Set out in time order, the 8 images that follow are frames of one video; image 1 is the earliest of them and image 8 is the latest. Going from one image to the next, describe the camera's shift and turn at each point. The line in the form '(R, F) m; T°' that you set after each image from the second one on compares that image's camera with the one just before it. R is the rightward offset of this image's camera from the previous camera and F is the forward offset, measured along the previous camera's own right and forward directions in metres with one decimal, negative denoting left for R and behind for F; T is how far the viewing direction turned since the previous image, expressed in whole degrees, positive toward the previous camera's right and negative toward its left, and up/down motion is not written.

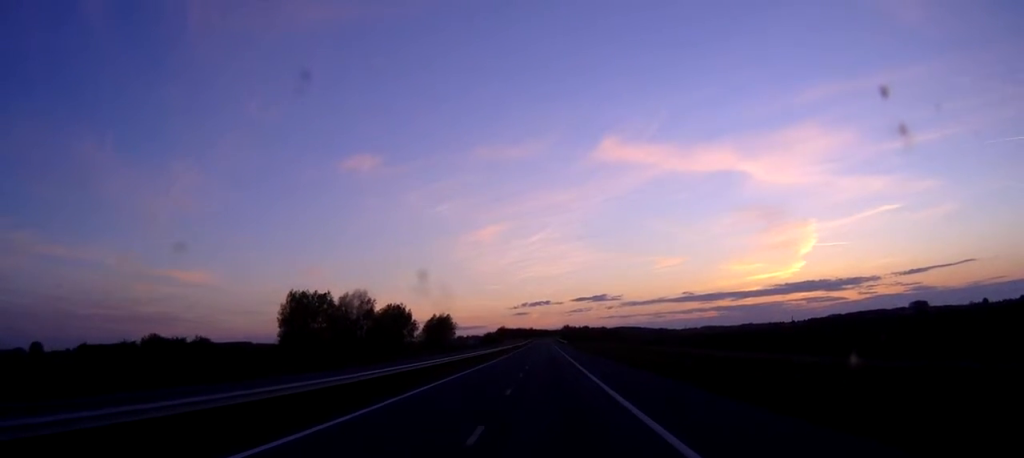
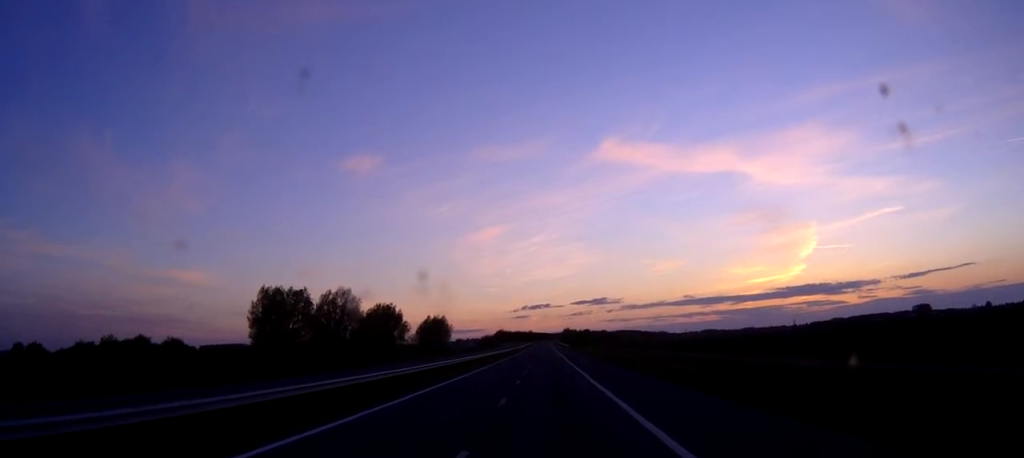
(0.0, +15.2) m; 0°
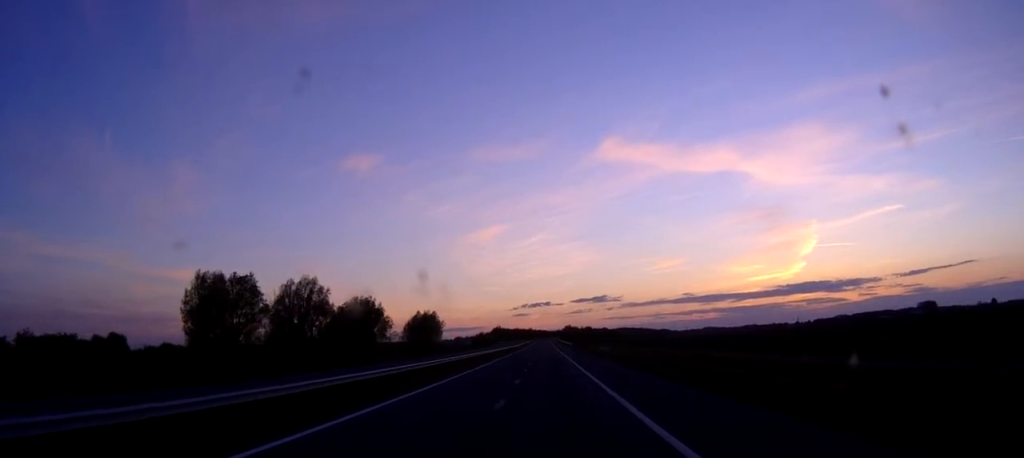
(0.0, +25.8) m; 0°
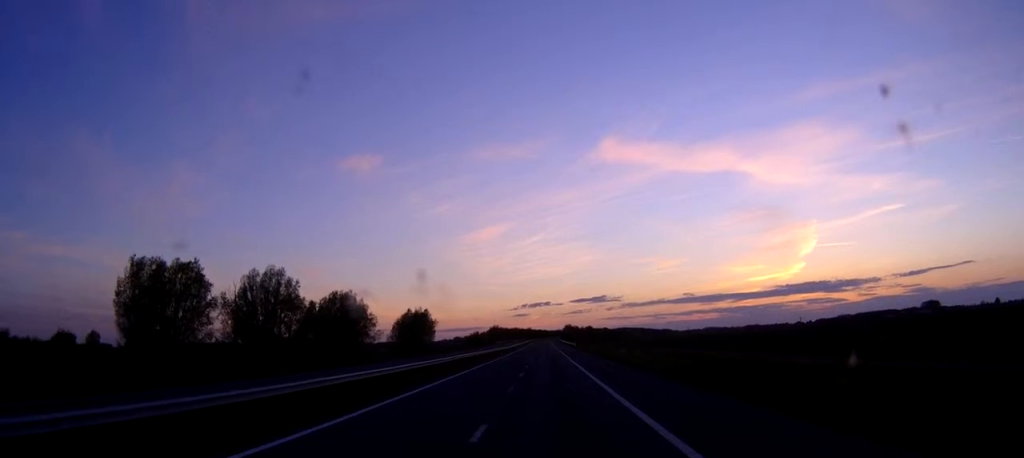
(0.0, +18.7) m; 0°
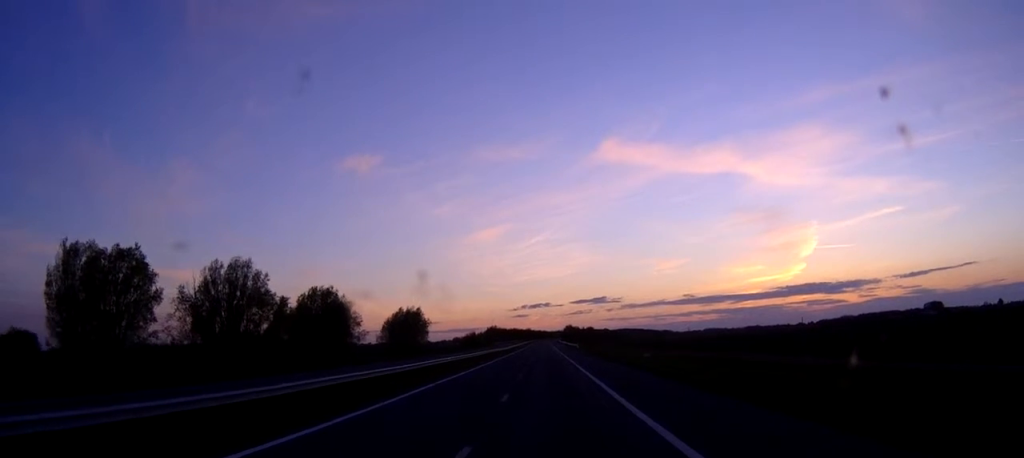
(0.0, +15.1) m; 0°
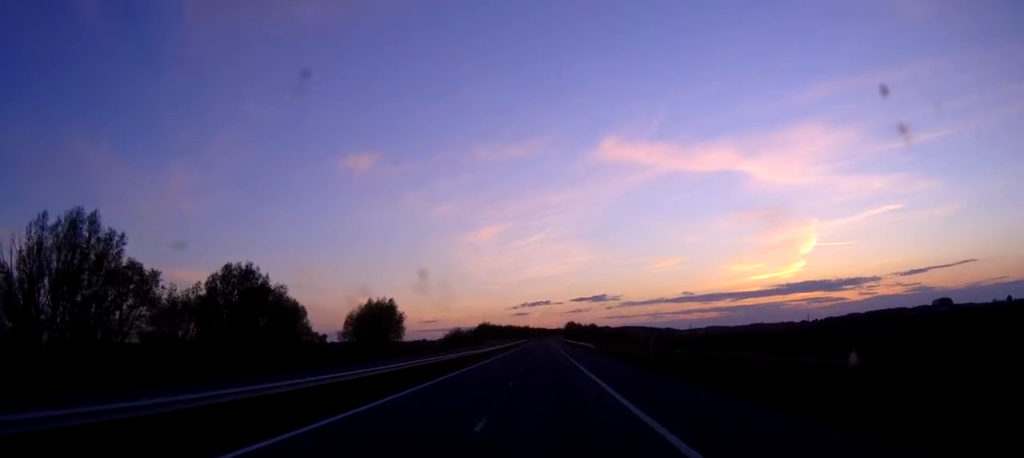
(0.0, +43.4) m; 0°
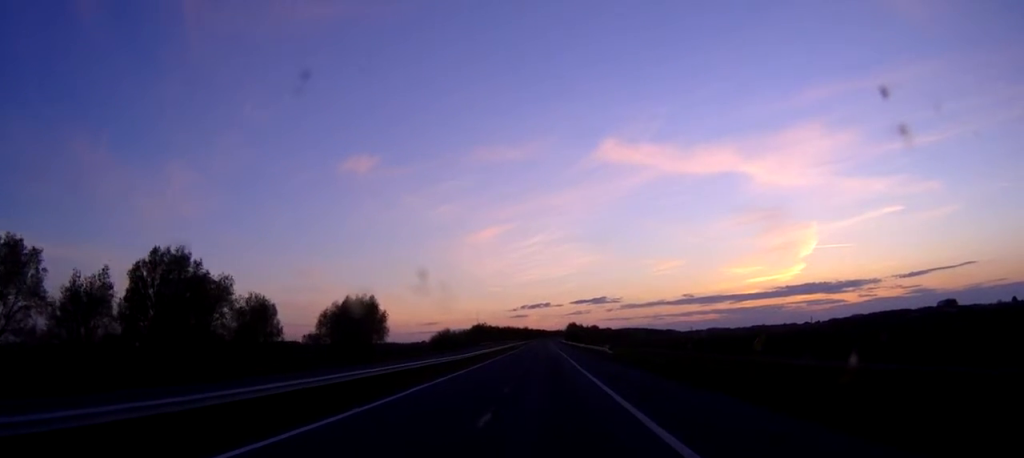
(+0.1, +22.9) m; 0°
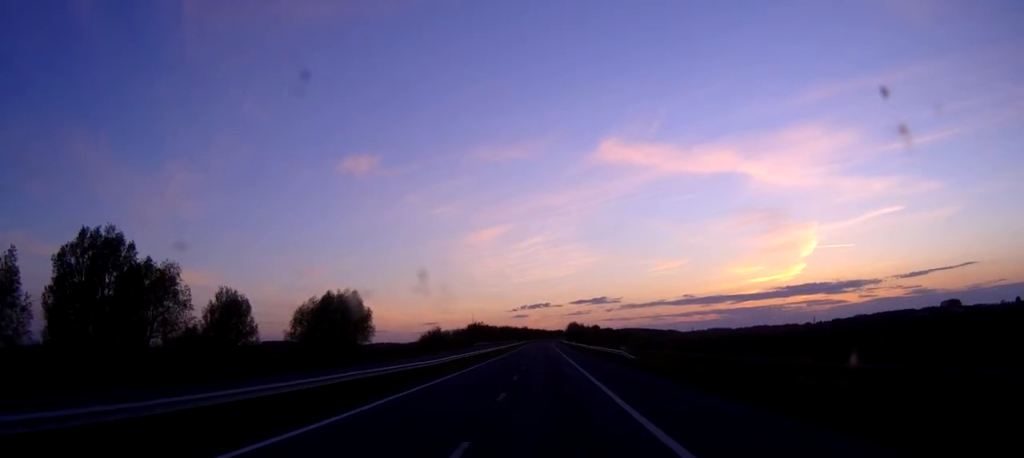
(0.0, +16.7) m; 0°
